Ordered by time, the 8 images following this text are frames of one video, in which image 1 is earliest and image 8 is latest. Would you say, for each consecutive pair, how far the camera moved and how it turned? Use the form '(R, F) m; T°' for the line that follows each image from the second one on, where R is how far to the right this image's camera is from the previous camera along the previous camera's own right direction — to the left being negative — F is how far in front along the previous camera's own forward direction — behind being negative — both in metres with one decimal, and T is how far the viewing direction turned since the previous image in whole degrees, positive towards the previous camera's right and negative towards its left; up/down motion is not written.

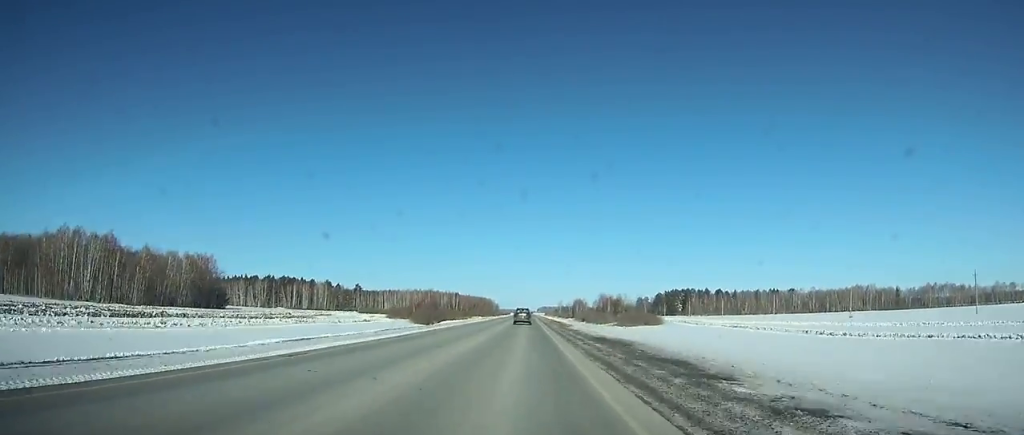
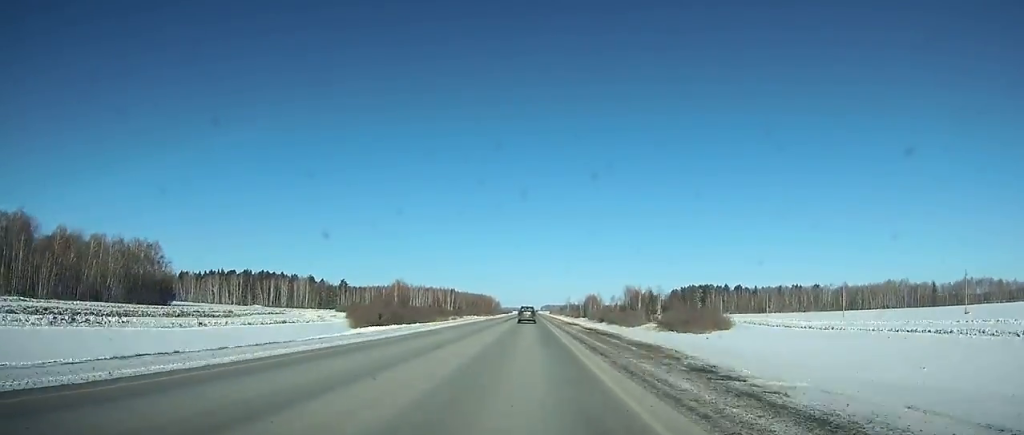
(-0.1, +45.7) m; 0°
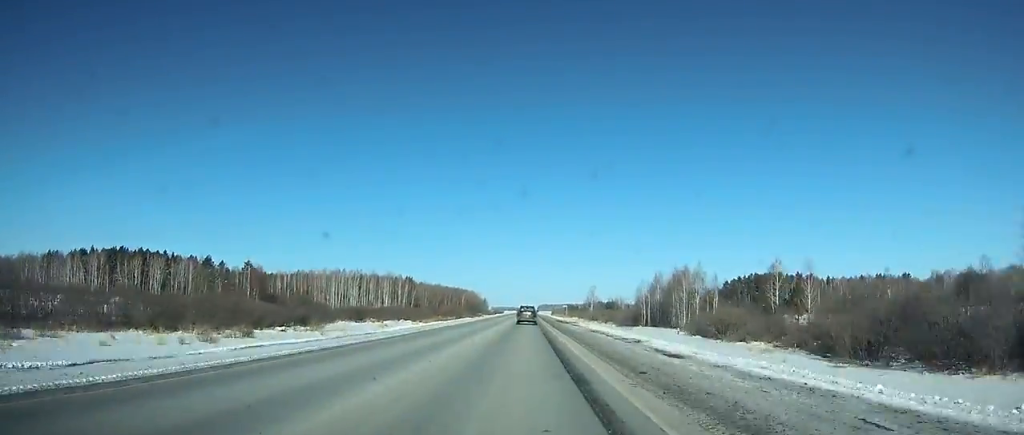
(0.0, +148.7) m; 0°
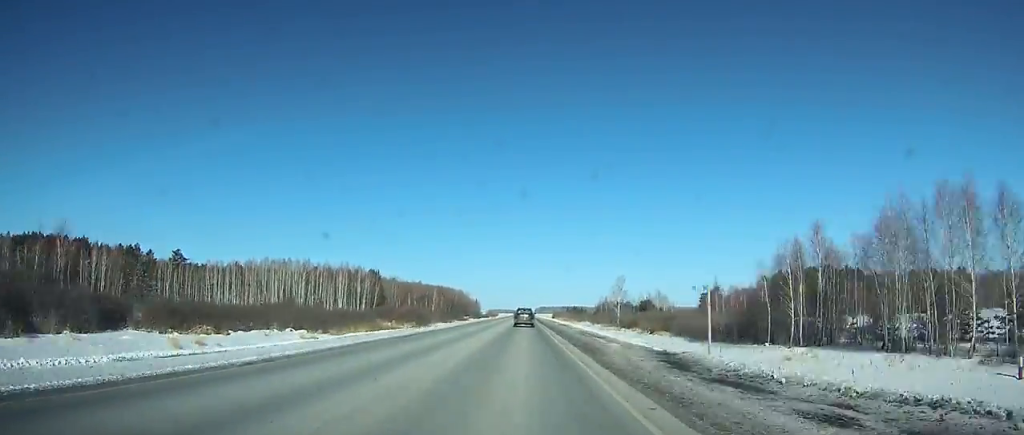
(0.0, +62.9) m; 0°
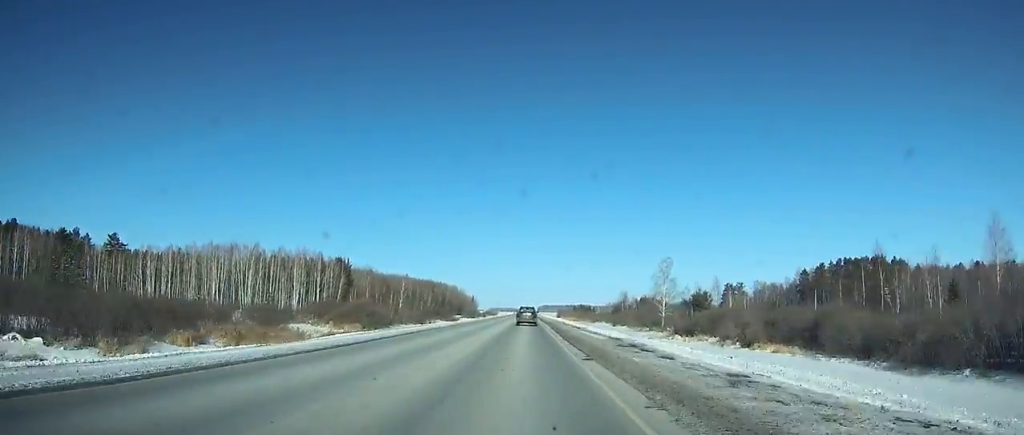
(0.0, +42.9) m; 0°
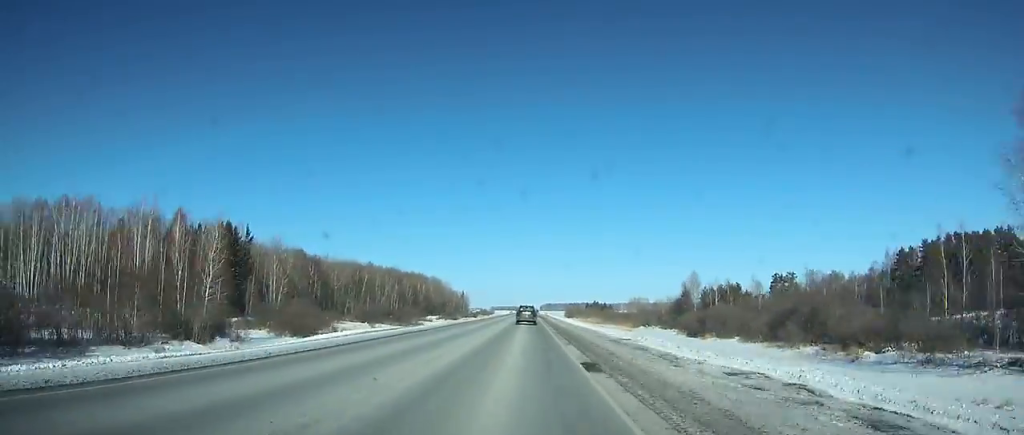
(-0.1, +71.4) m; 0°
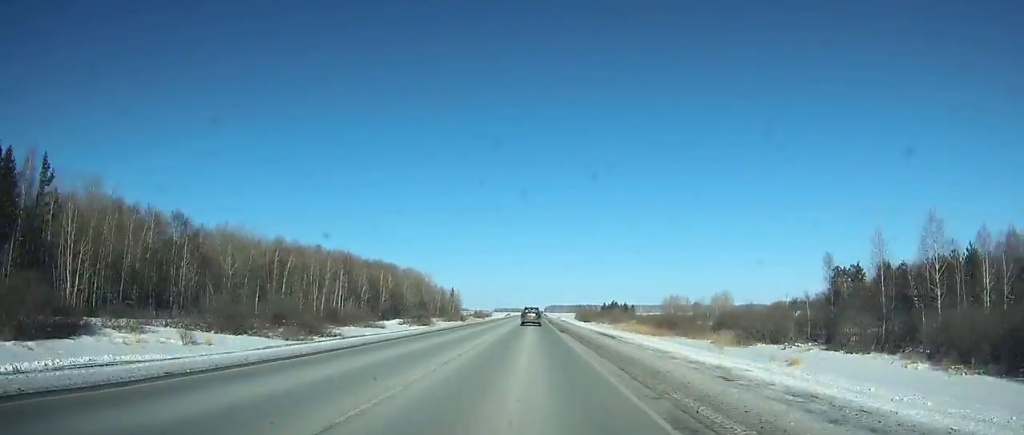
(-0.1, +60.0) m; 0°
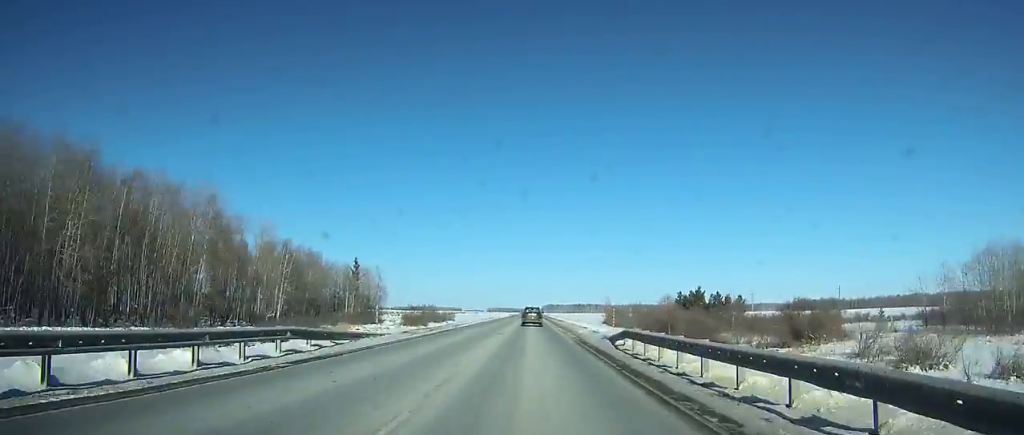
(-0.1, +145.3) m; 0°
